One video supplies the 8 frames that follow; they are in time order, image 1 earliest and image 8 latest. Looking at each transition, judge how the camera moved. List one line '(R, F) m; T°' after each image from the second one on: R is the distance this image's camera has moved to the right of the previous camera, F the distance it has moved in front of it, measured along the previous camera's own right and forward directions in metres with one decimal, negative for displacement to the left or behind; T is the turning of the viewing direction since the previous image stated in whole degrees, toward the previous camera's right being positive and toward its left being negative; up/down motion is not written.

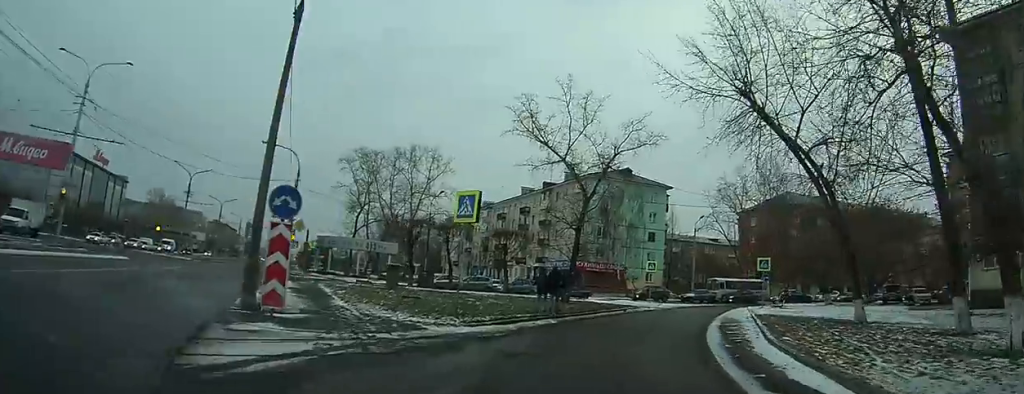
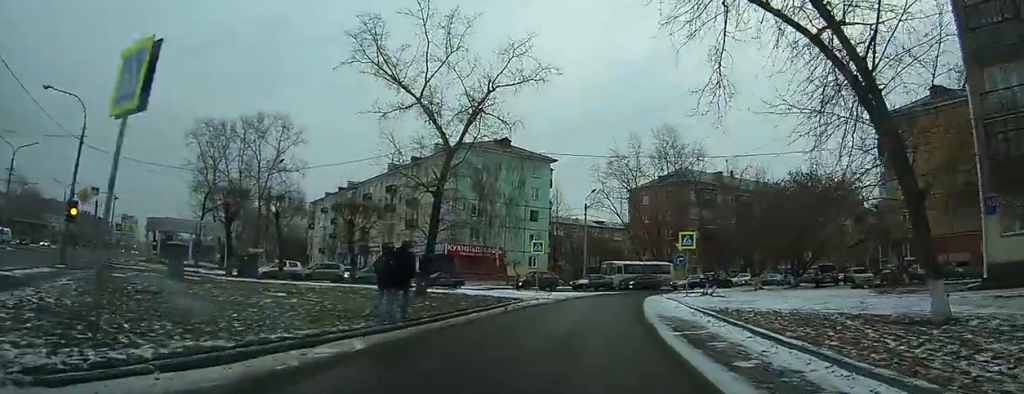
(+1.2, +10.8) m; +10°
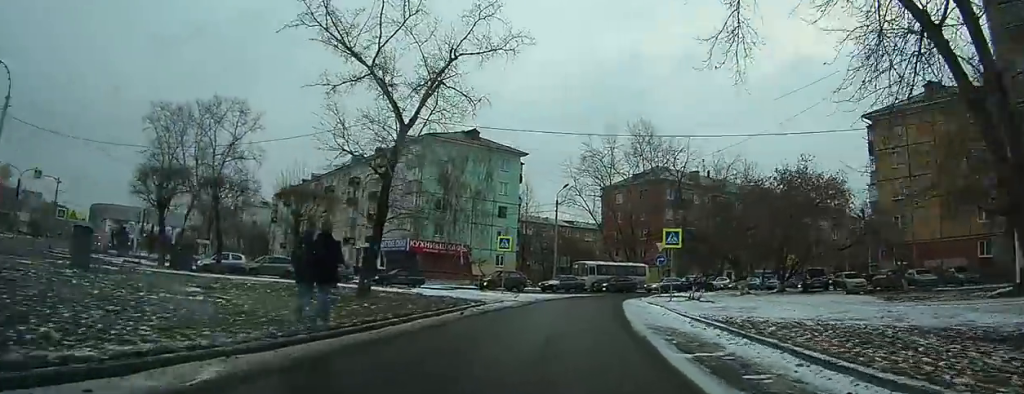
(+0.1, +3.8) m; 0°
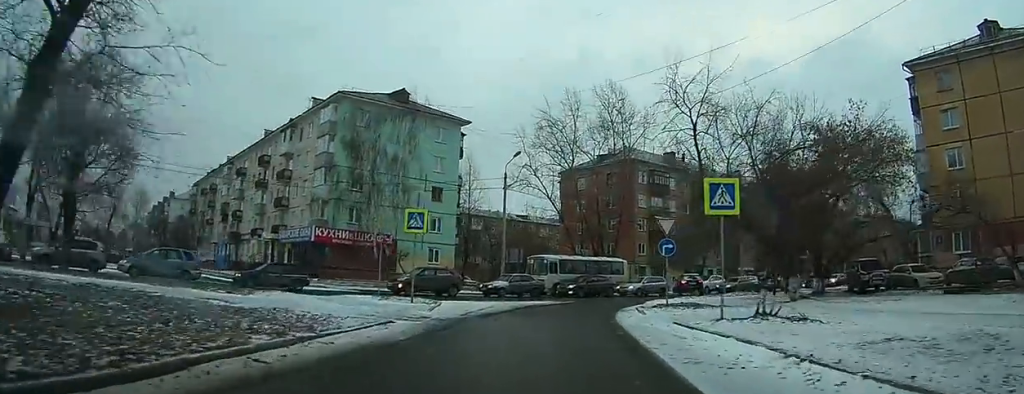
(+0.2, +13.6) m; +4°
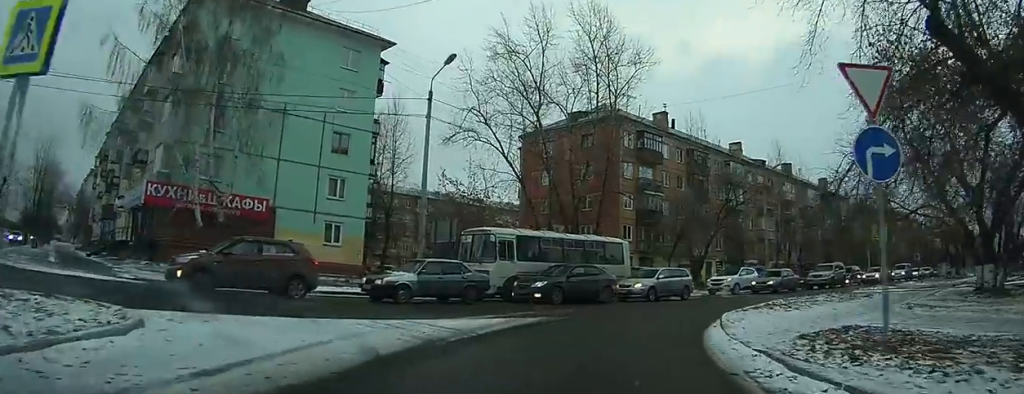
(+1.9, +16.0) m; +12°
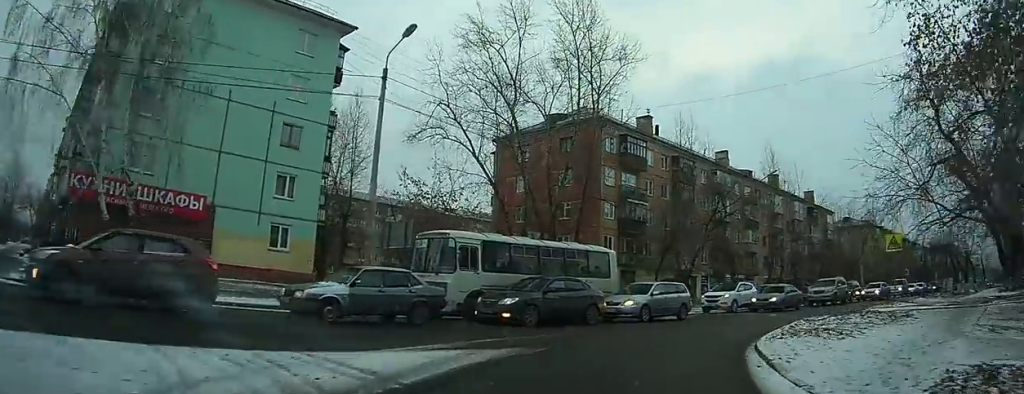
(0.0, +4.2) m; +2°
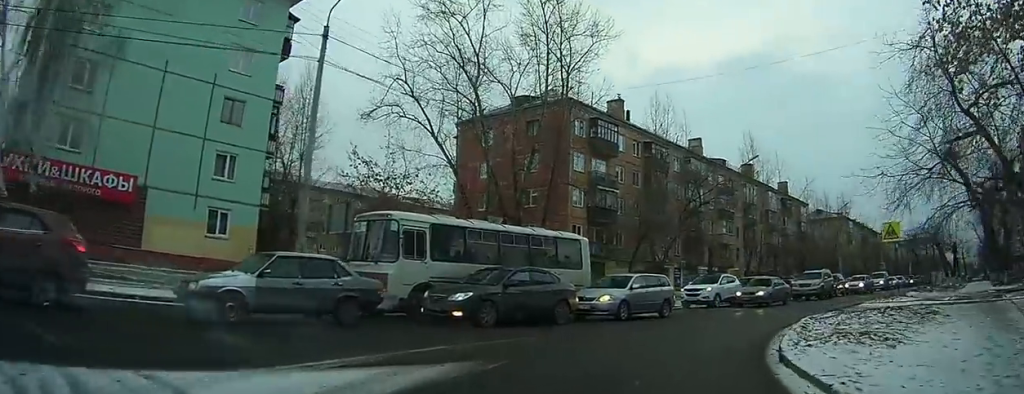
(+0.1, +3.0) m; +4°
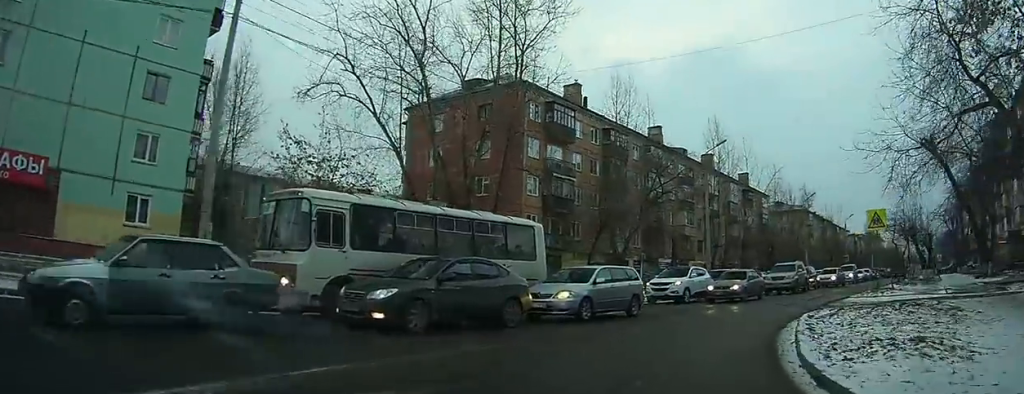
(0.0, +3.0) m; +5°
